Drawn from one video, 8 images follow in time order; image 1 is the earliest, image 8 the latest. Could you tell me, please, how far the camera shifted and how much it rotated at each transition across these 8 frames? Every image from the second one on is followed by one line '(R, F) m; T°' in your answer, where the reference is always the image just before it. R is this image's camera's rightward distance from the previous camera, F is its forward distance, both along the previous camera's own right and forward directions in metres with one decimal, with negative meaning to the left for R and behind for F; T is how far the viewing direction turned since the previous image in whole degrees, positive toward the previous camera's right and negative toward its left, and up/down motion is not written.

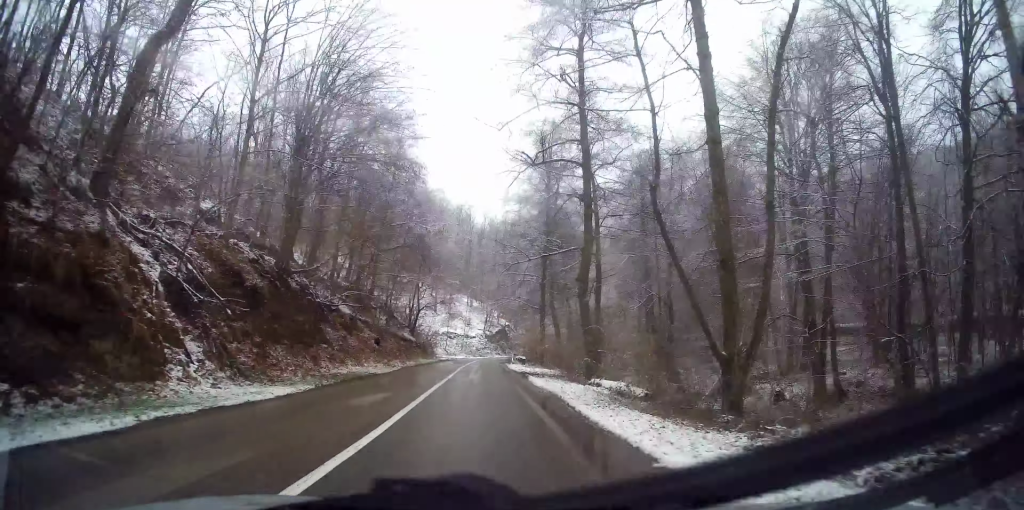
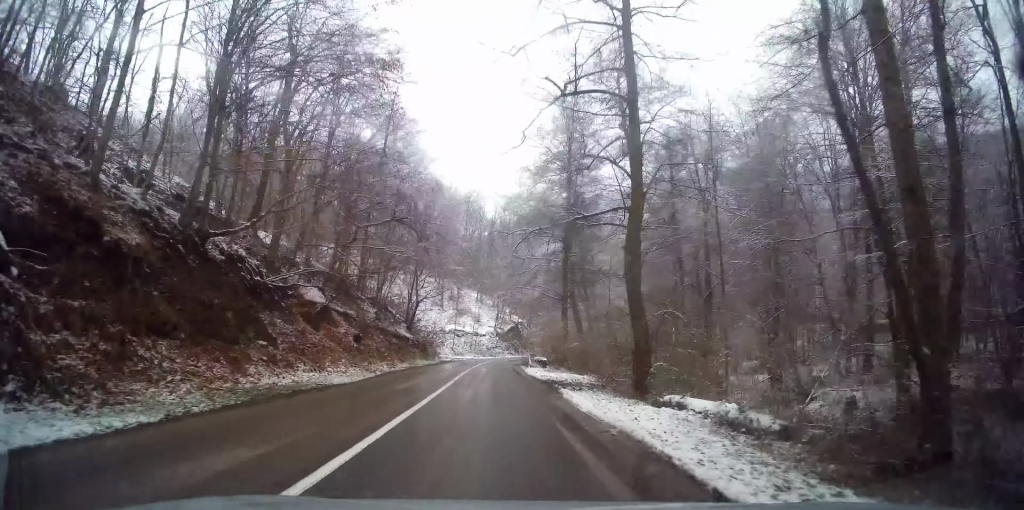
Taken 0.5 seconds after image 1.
(0.0, +7.8) m; 0°
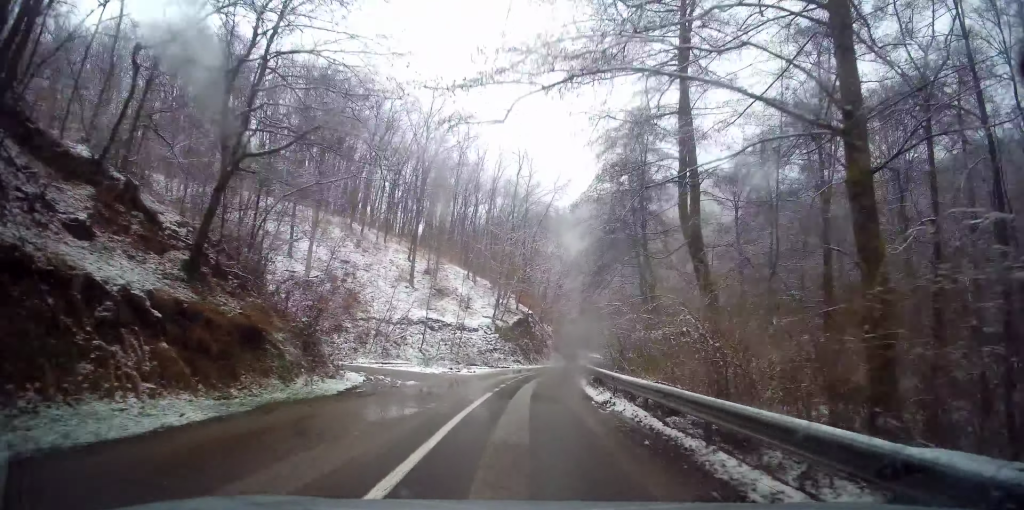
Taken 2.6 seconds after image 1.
(+1.1, +32.0) m; +7°
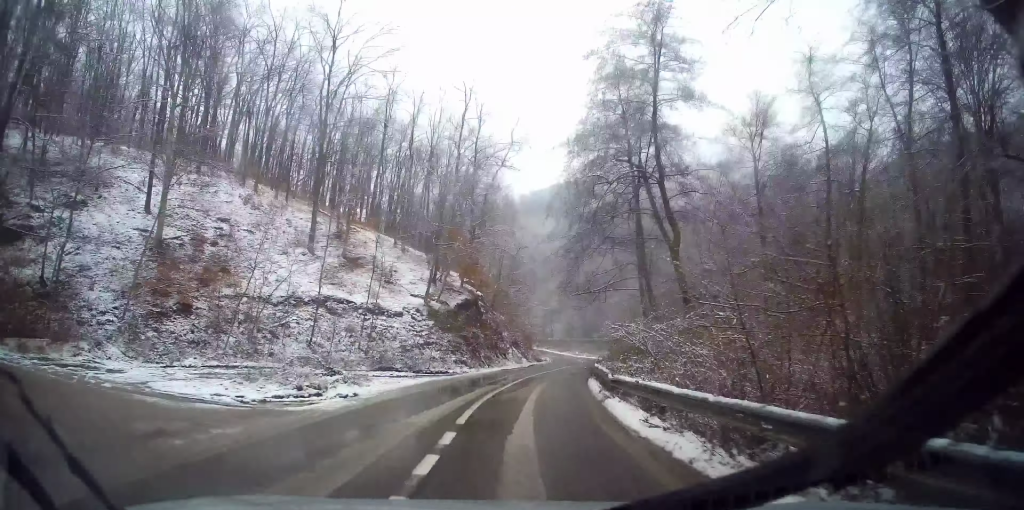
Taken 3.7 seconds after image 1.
(+0.9, +17.0) m; +6°
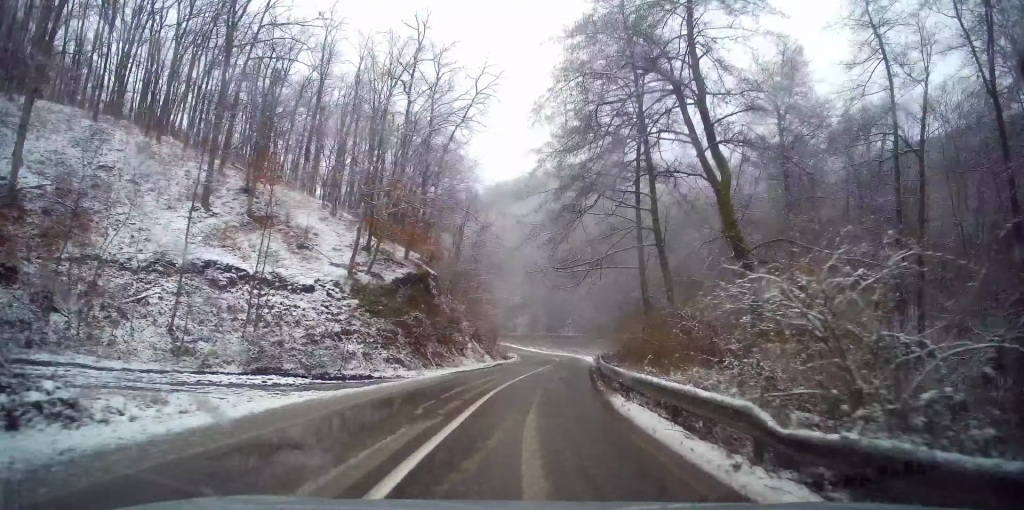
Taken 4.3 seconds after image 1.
(+0.3, +10.3) m; +3°
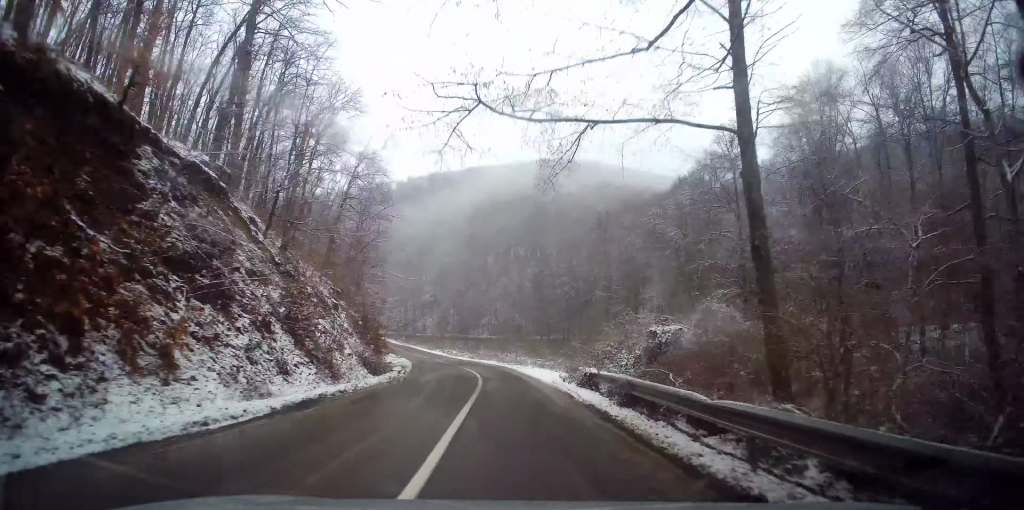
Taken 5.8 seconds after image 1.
(+1.2, +23.3) m; +4°
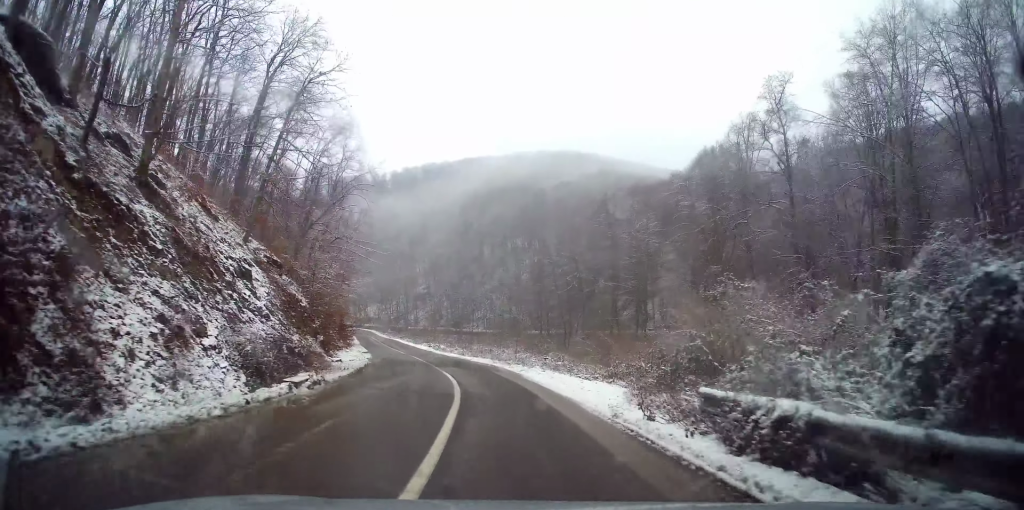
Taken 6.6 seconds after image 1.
(+0.1, +11.5) m; -2°
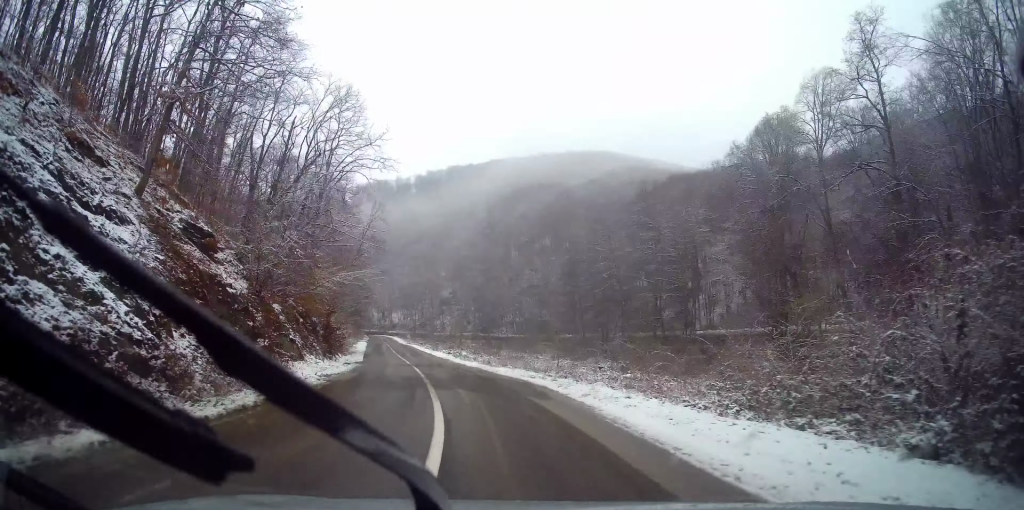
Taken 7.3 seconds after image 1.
(-0.1, +11.0) m; -3°
